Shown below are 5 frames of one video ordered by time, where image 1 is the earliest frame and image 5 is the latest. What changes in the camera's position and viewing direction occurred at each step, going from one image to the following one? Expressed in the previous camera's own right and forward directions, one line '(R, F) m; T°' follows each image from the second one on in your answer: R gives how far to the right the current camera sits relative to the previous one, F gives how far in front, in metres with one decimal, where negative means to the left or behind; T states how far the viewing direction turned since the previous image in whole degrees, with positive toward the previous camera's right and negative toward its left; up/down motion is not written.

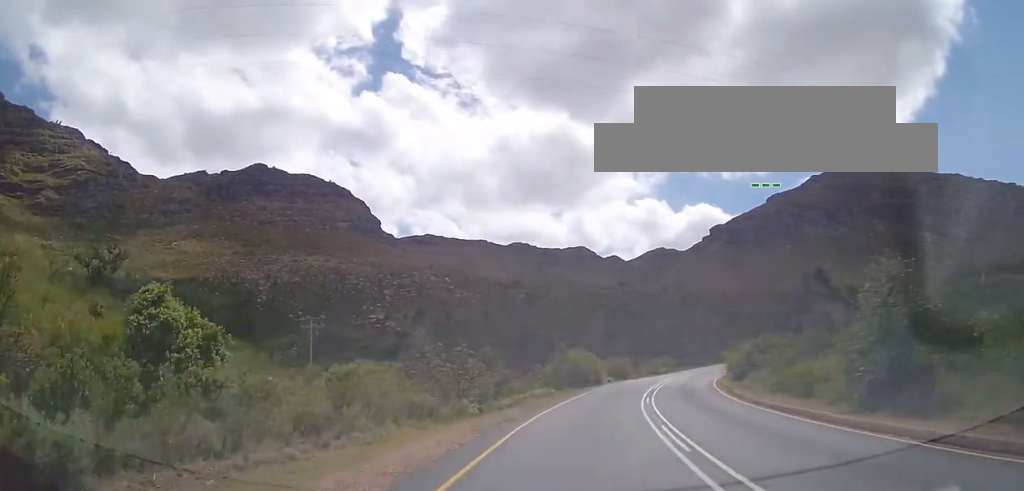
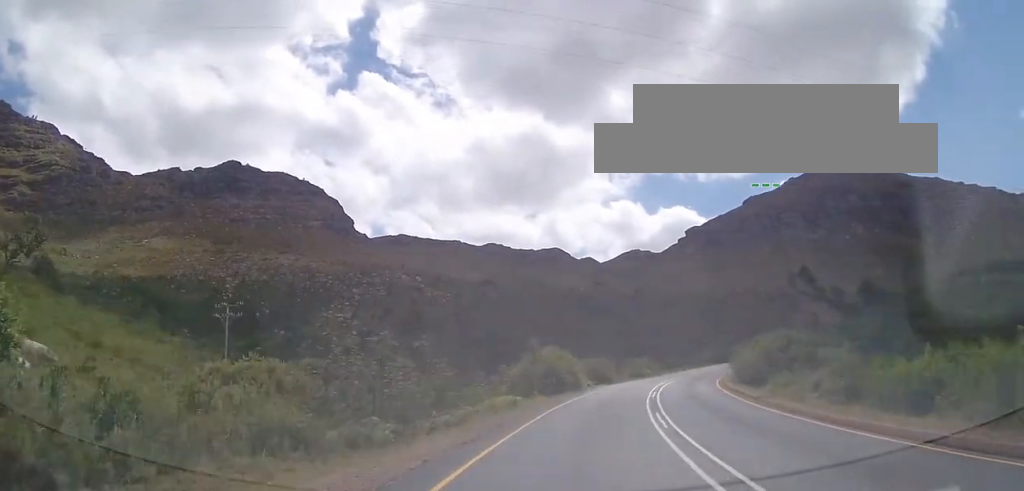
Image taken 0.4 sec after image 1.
(+0.3, +8.3) m; +3°
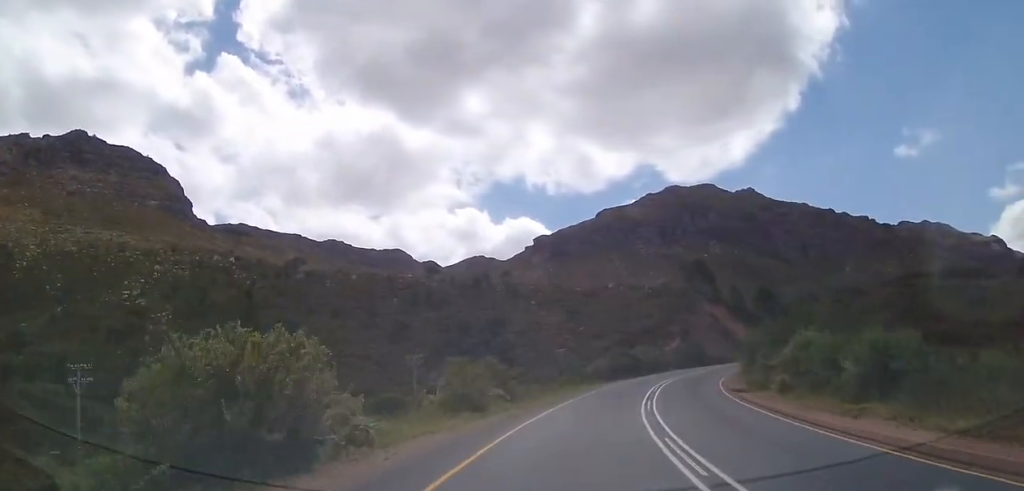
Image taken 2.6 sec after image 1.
(+4.2, +41.9) m; +11°
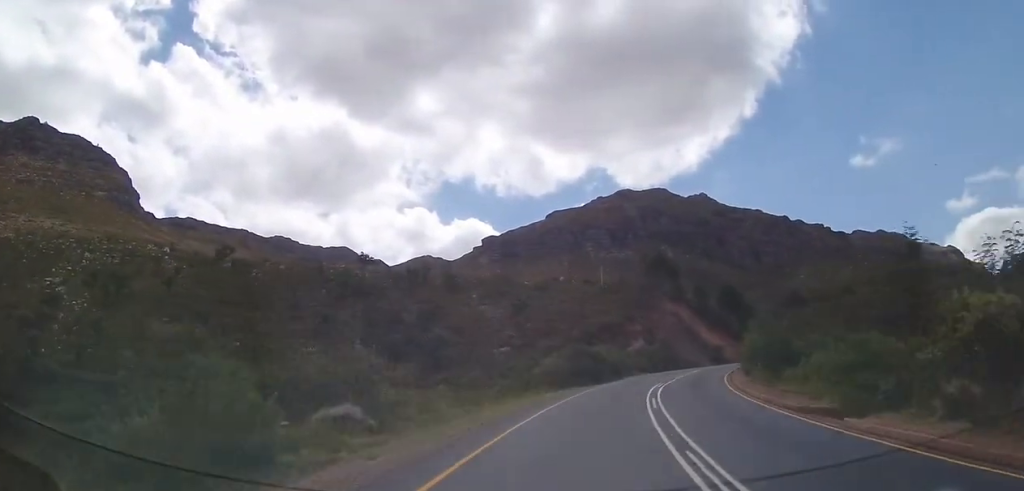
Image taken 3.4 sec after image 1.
(+0.6, +14.1) m; +5°
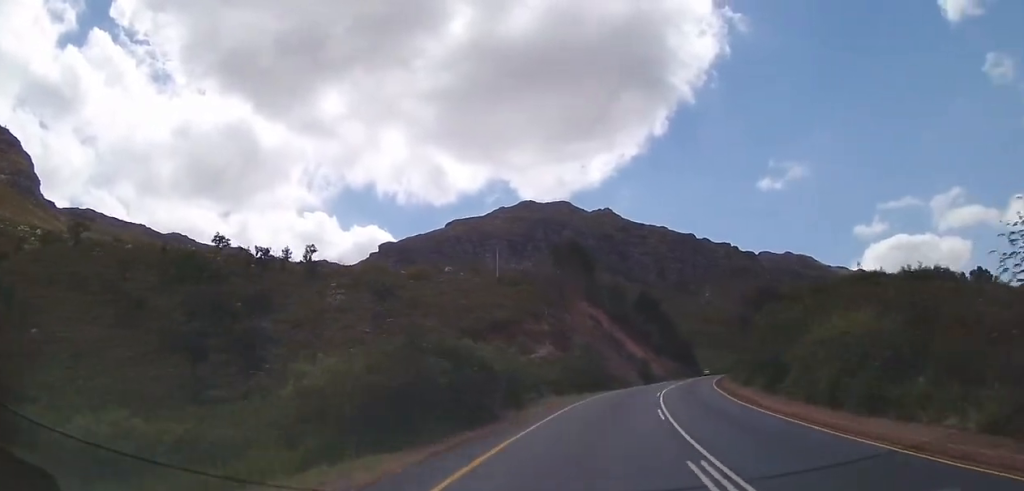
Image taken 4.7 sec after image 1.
(+1.8, +24.9) m; +10°
